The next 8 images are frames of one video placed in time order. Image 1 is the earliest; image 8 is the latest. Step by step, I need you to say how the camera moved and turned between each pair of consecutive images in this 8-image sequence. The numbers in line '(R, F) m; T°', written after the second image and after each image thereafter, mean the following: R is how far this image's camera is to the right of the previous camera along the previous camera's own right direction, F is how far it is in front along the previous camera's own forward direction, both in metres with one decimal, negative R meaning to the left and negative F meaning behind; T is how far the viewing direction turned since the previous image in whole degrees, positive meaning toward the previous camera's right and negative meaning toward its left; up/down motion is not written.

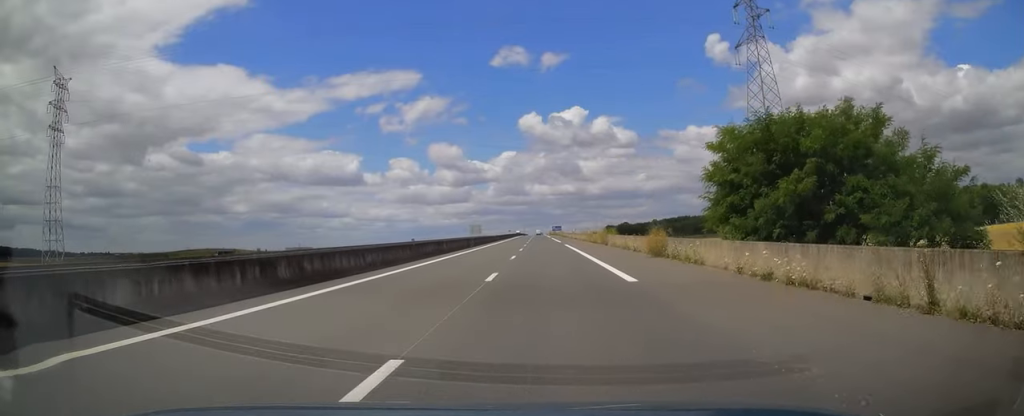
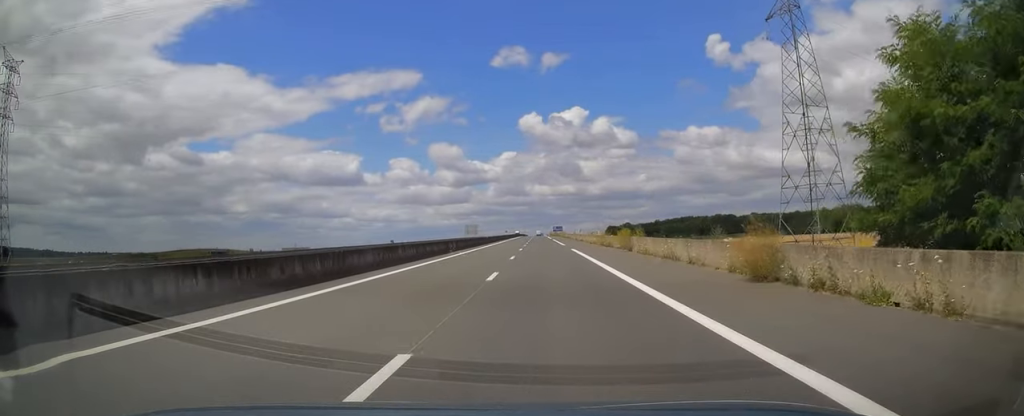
(0.0, +12.7) m; 0°
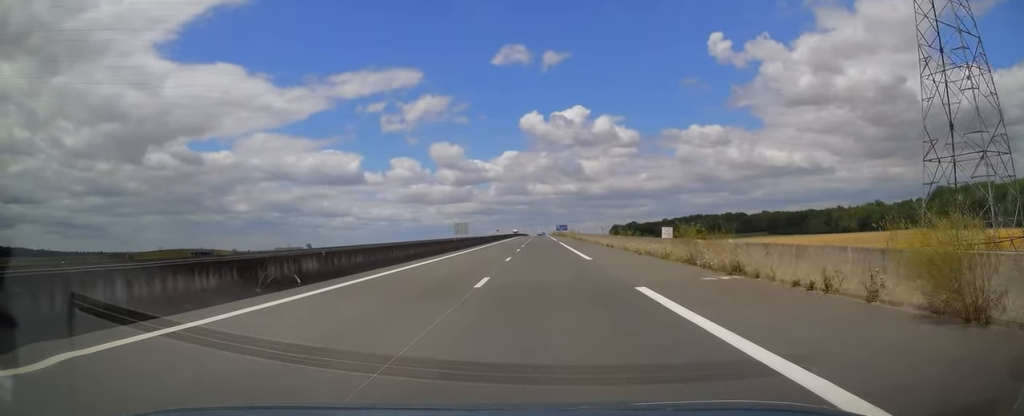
(+0.1, +28.2) m; 0°
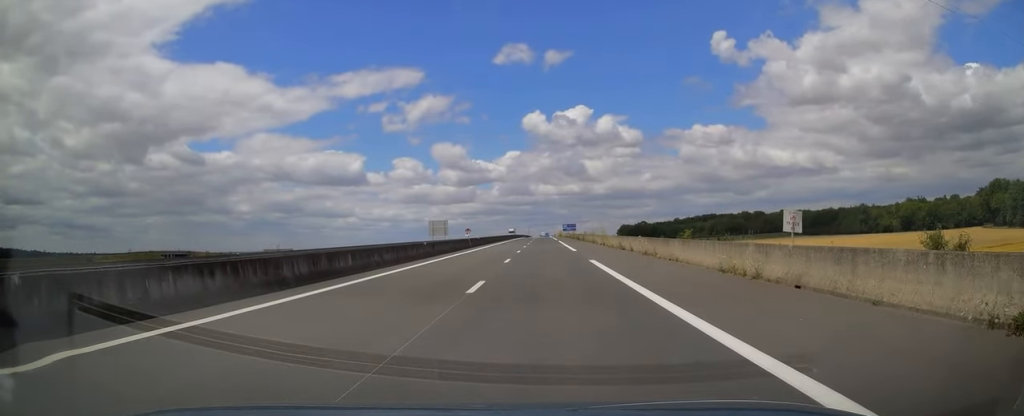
(-0.3, +39.9) m; -1°
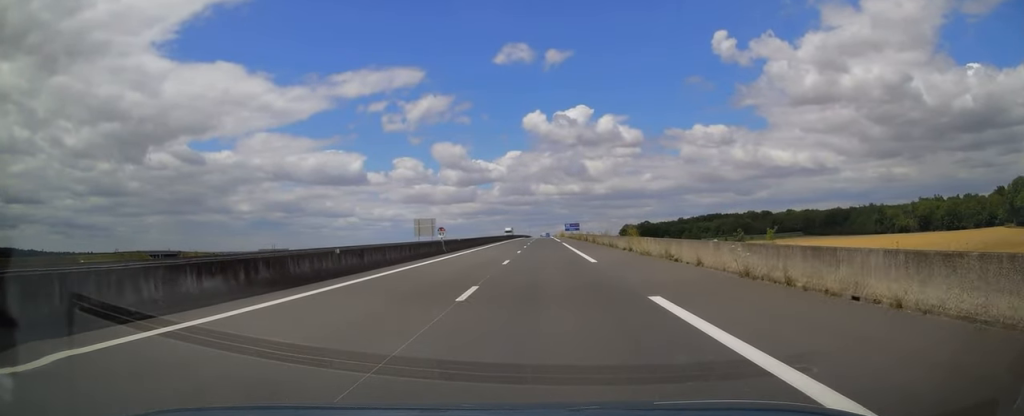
(-0.2, +14.6) m; 0°
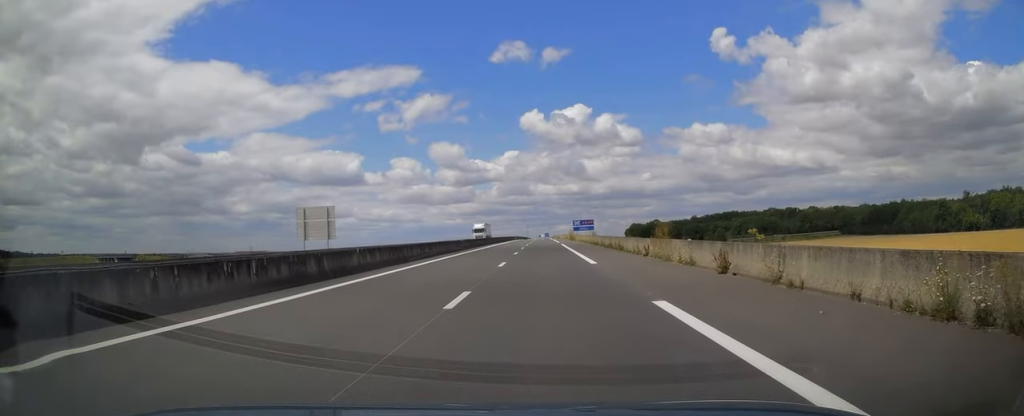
(0.0, +53.0) m; 0°
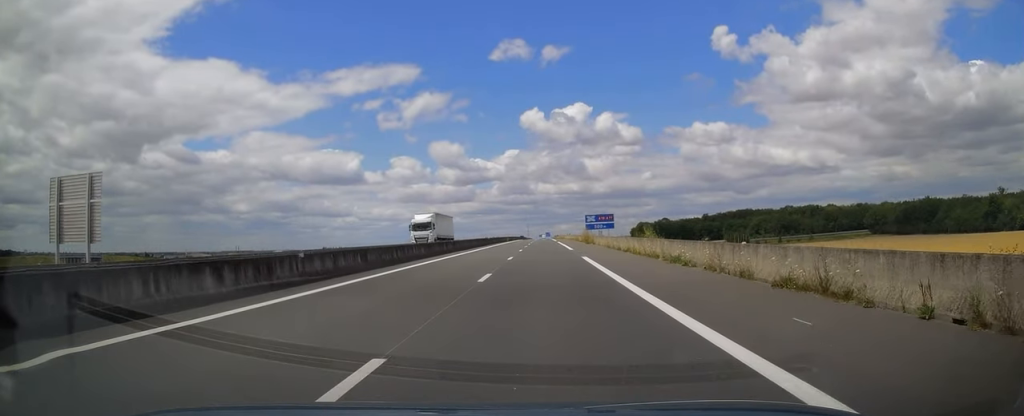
(+0.2, +33.1) m; +1°
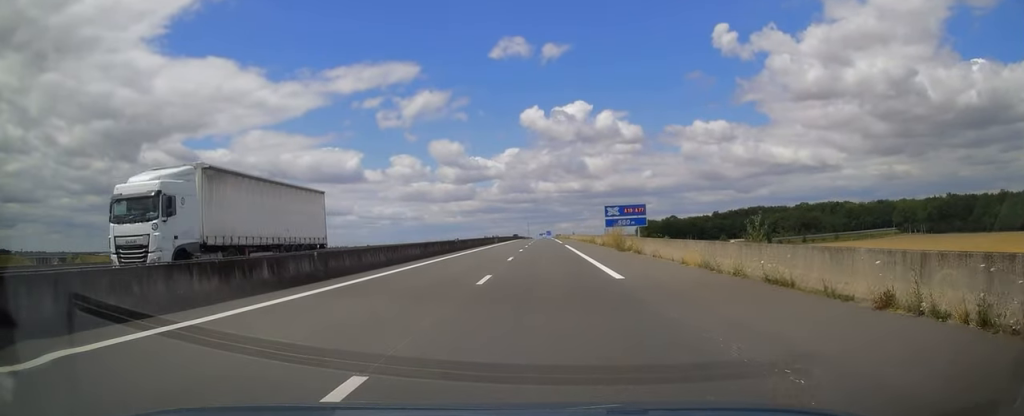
(+0.1, +26.8) m; 0°
